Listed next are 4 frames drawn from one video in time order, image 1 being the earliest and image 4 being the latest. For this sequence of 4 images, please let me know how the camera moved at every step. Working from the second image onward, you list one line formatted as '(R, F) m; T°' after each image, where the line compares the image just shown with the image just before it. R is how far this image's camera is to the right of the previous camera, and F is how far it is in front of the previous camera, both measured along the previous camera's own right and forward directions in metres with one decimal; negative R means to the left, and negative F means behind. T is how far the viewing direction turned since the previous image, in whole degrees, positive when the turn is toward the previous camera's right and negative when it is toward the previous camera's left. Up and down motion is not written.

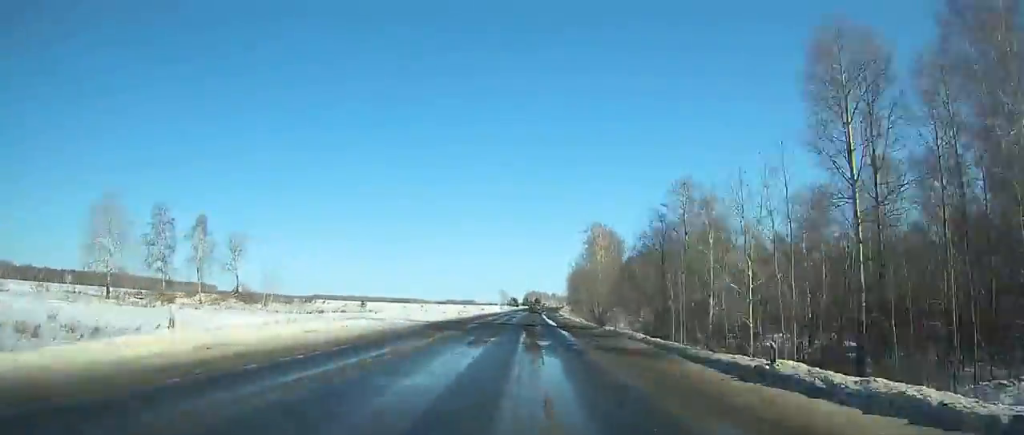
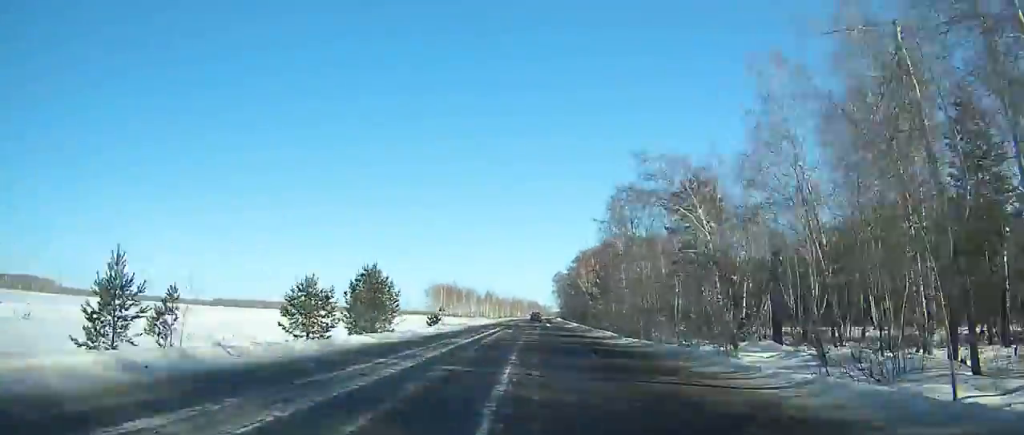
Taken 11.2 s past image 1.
(+11.5, +257.2) m; +6°
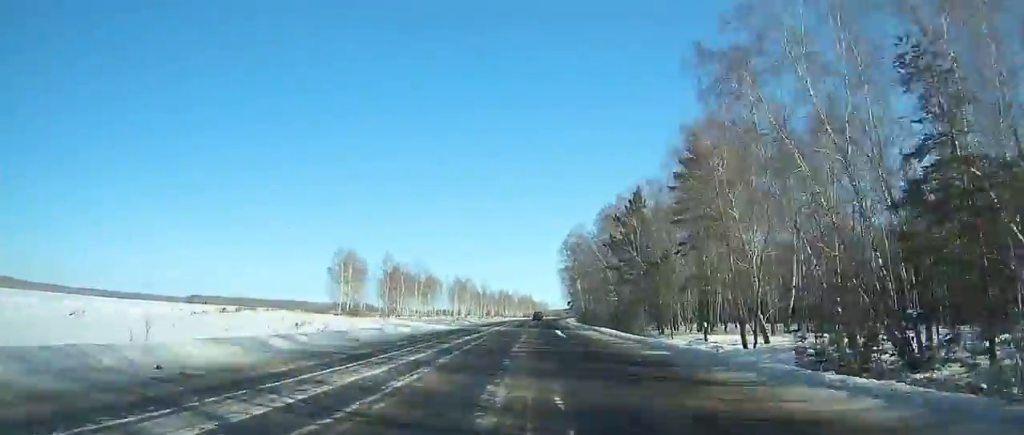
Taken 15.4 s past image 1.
(+1.8, +96.3) m; +1°
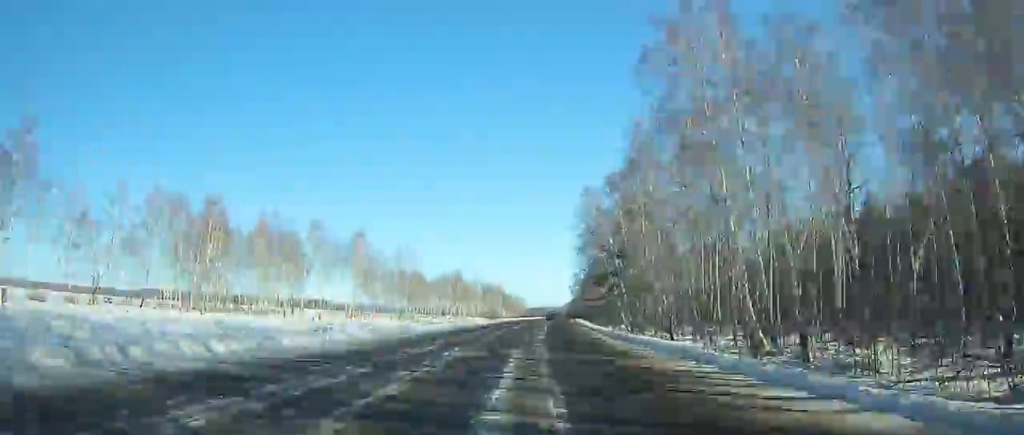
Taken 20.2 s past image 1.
(+1.5, +110.6) m; +3°
